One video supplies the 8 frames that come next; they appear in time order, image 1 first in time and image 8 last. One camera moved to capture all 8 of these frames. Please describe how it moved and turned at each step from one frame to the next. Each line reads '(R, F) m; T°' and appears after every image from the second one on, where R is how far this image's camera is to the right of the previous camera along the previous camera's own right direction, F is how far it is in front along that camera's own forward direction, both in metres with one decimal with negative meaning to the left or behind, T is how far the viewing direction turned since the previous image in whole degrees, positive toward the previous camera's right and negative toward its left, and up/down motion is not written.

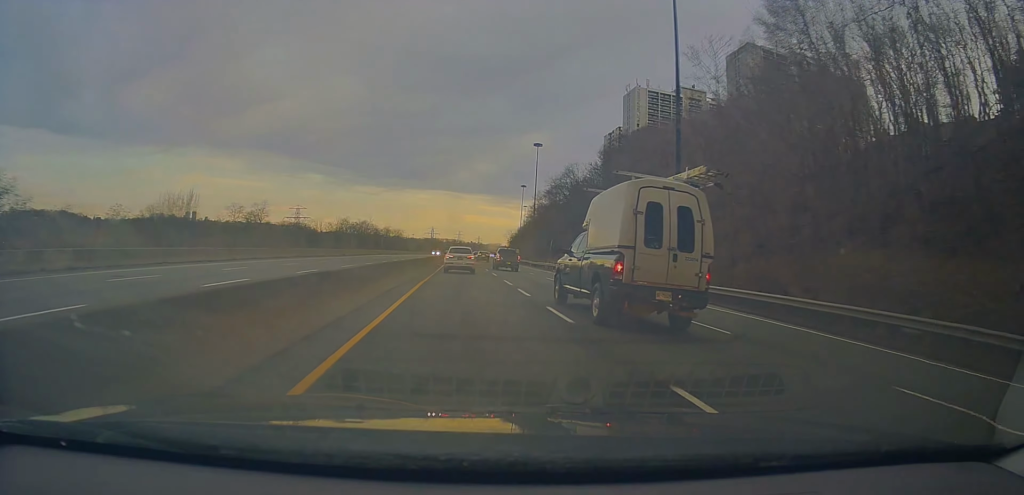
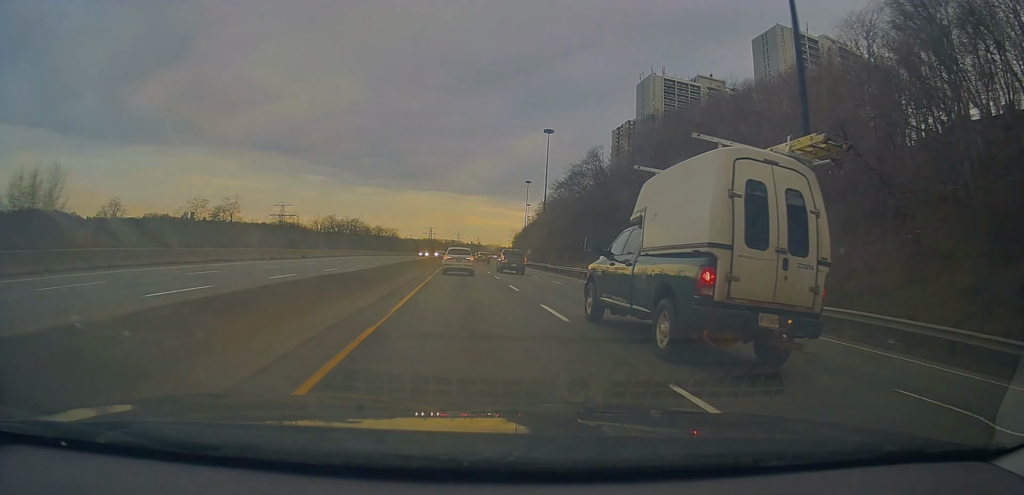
(0.0, +21.3) m; +1°
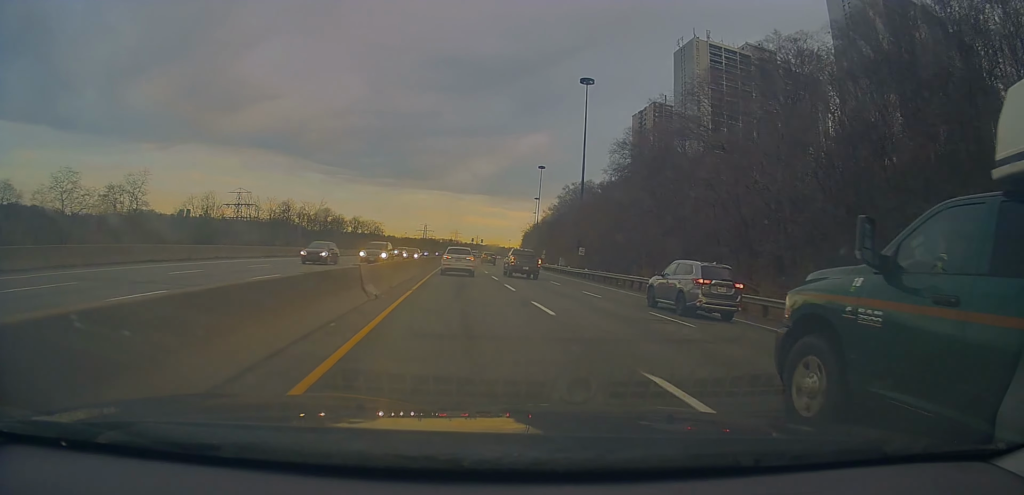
(+0.9, +46.2) m; +1°
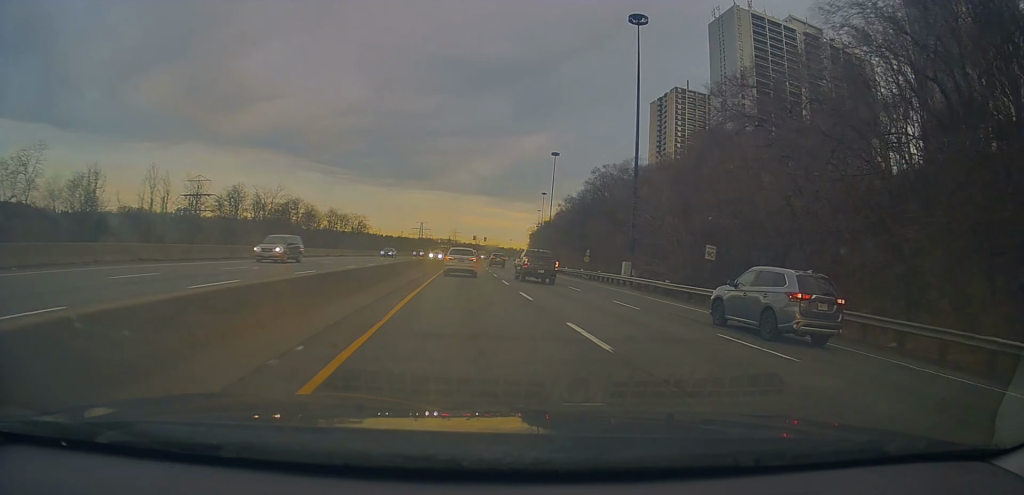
(-0.3, +31.4) m; 0°
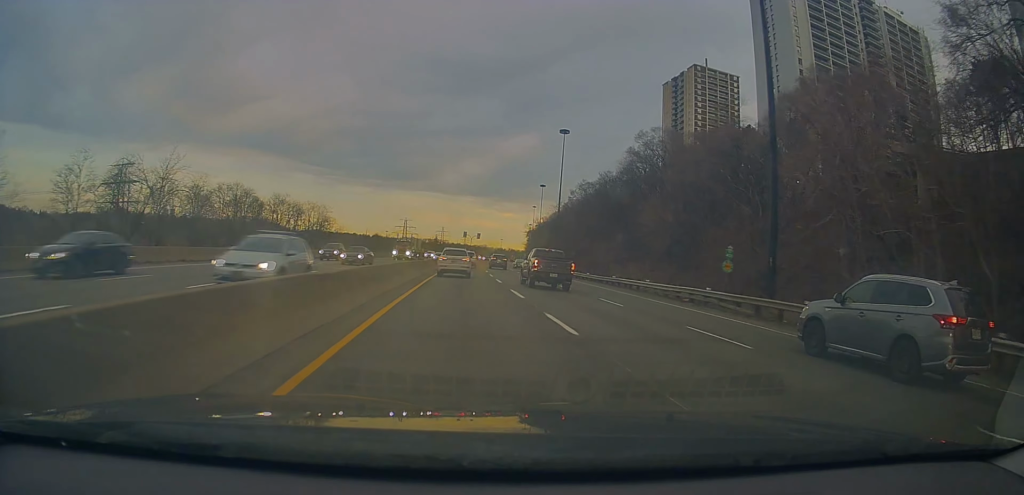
(+0.6, +35.2) m; +2°
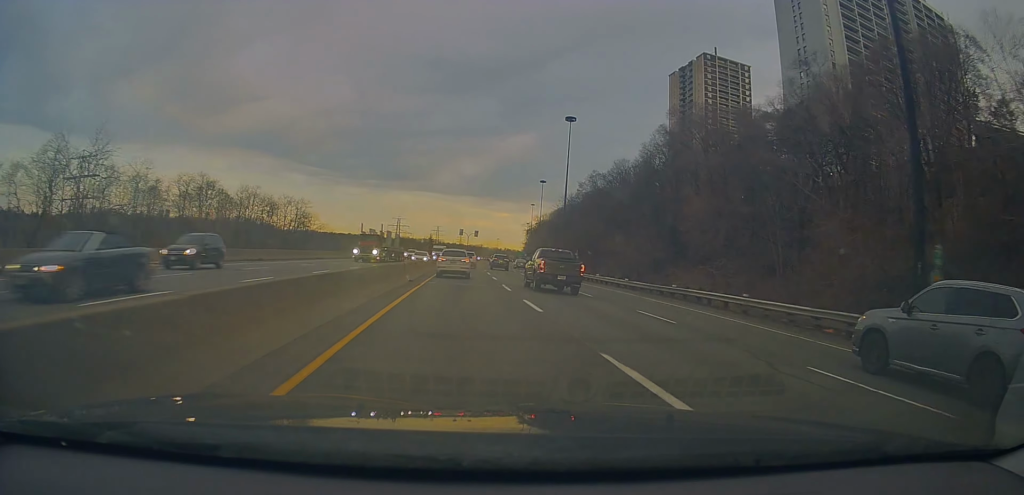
(+0.2, +14.3) m; +1°
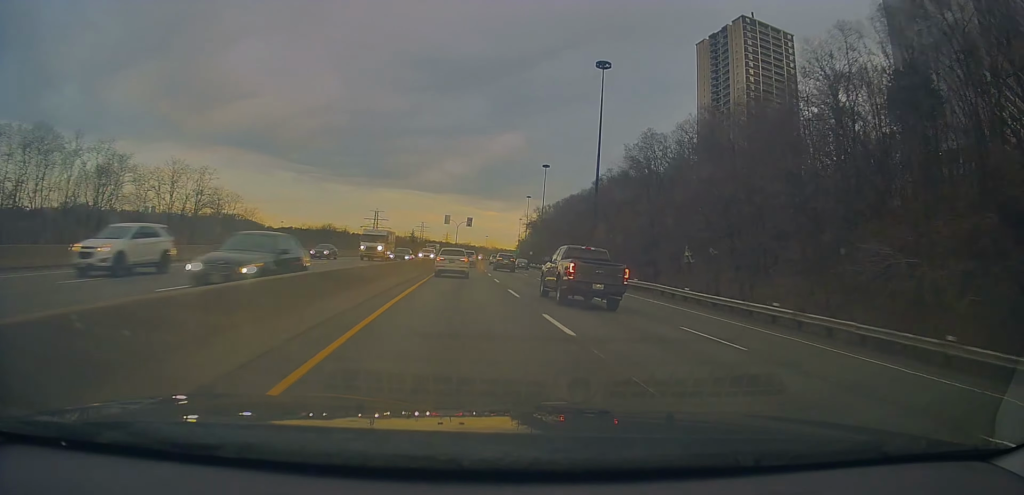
(+0.3, +41.2) m; 0°
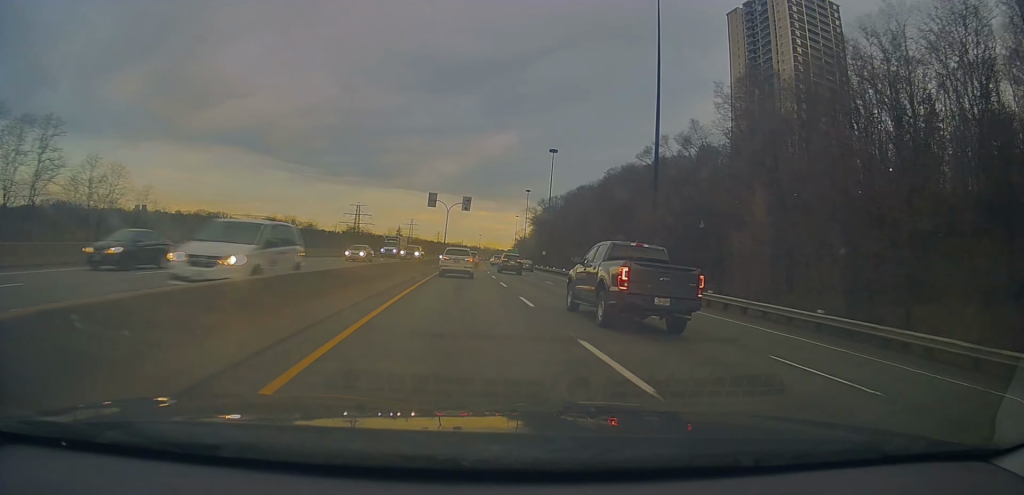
(-0.1, +31.4) m; 0°
